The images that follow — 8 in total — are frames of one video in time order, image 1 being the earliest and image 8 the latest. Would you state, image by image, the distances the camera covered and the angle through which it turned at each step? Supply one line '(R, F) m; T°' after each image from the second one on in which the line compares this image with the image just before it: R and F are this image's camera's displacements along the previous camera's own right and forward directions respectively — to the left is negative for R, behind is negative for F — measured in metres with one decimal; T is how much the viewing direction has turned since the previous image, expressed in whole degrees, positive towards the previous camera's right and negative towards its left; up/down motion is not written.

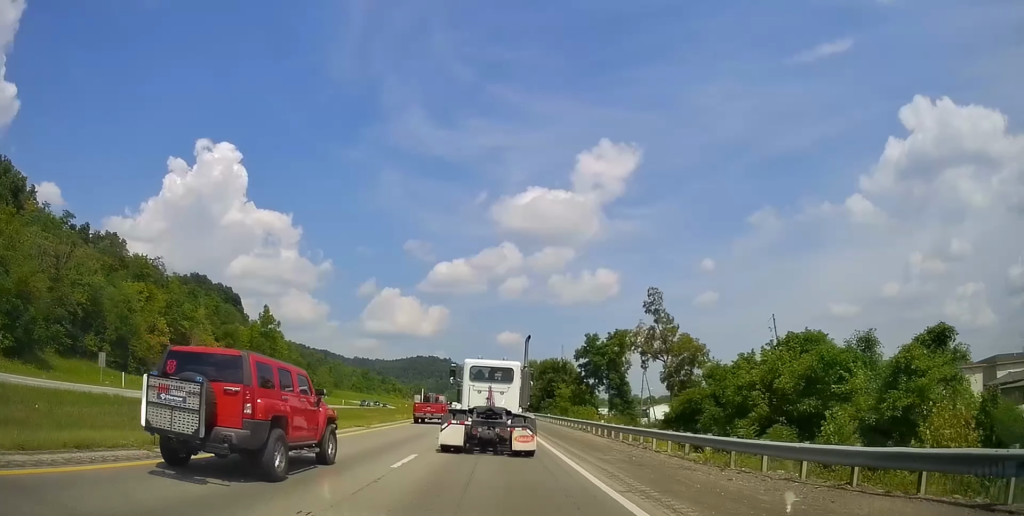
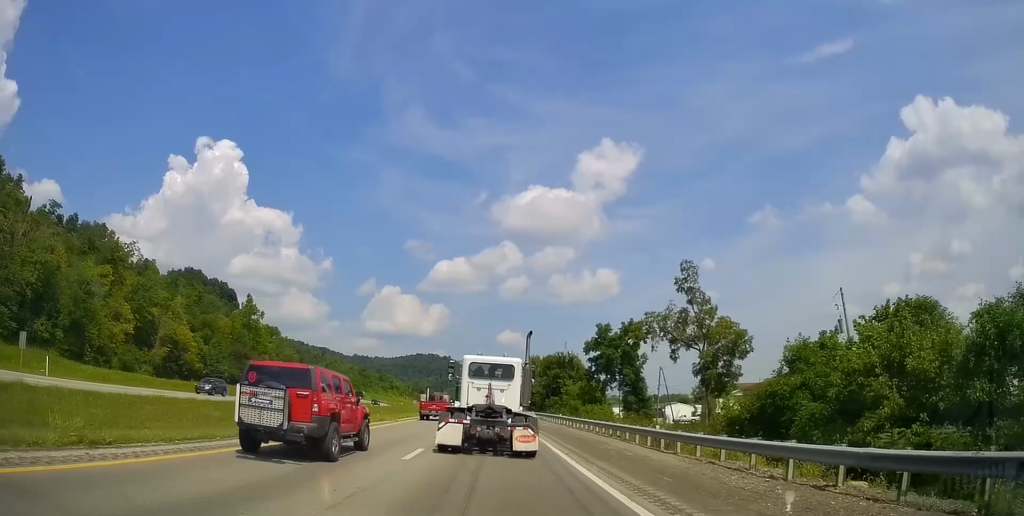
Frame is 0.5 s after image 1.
(+0.1, +11.1) m; +1°
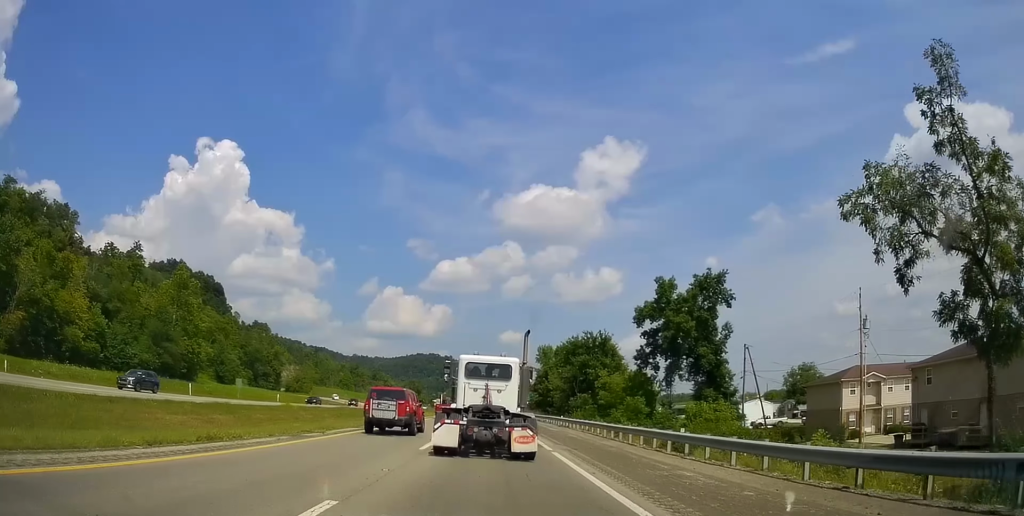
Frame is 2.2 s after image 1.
(+0.5, +33.5) m; 0°
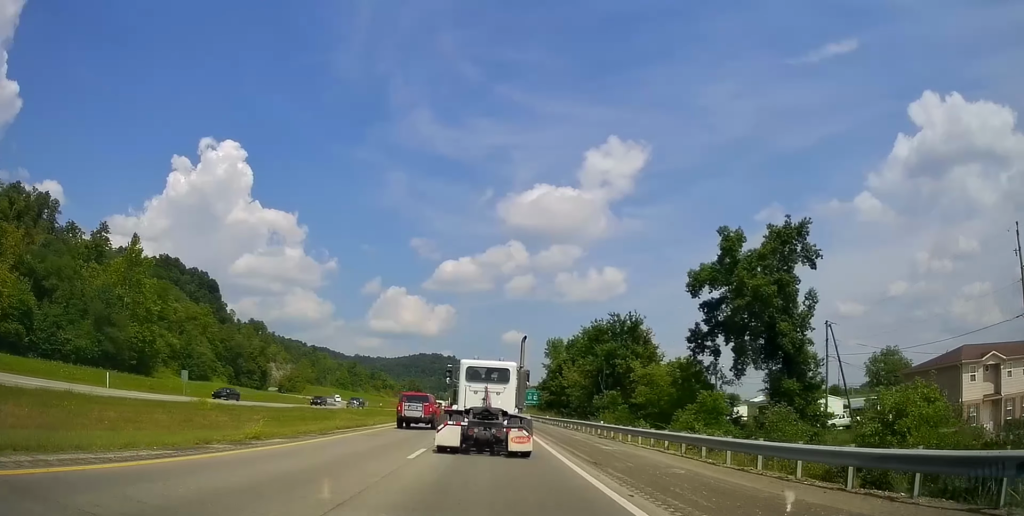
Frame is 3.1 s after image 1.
(-0.2, +17.1) m; -1°
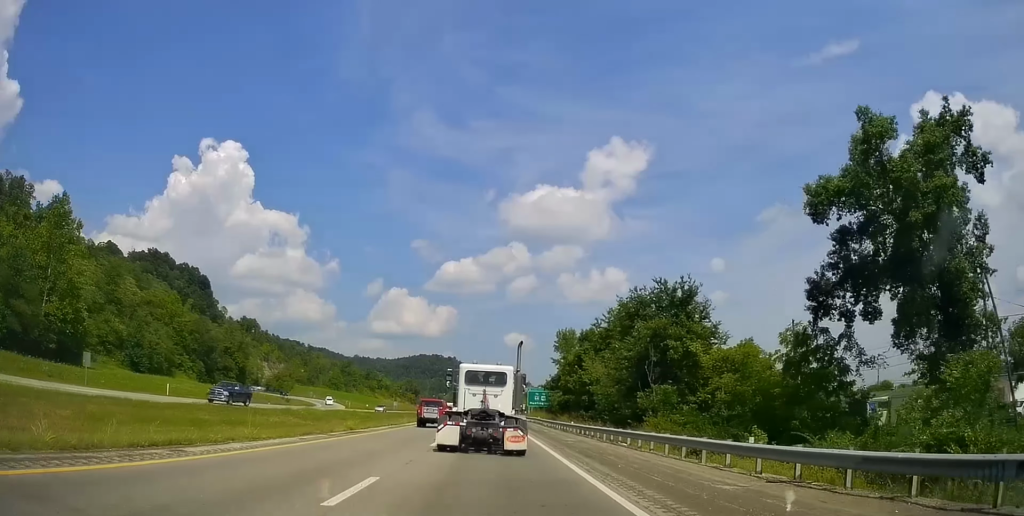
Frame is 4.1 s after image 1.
(-0.1, +19.2) m; 0°
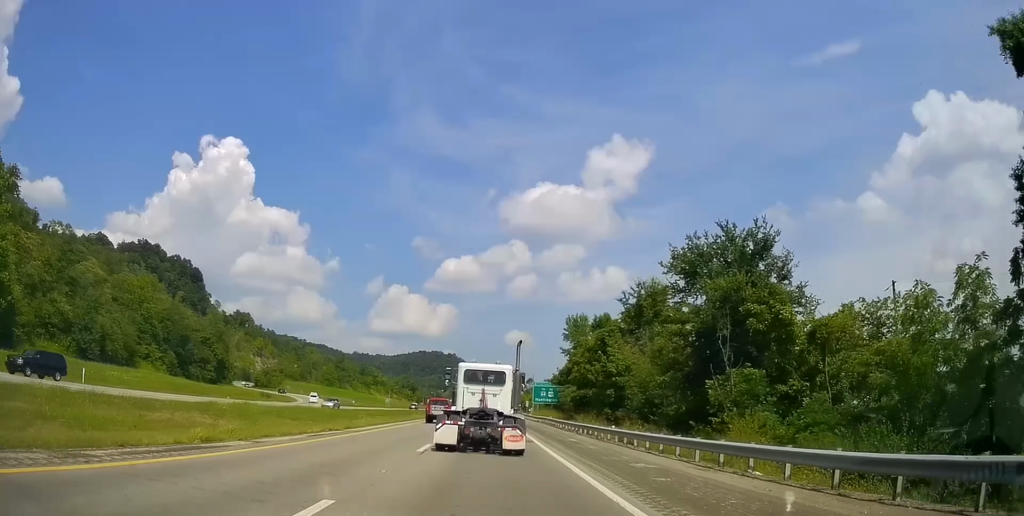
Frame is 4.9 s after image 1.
(+0.1, +15.0) m; 0°
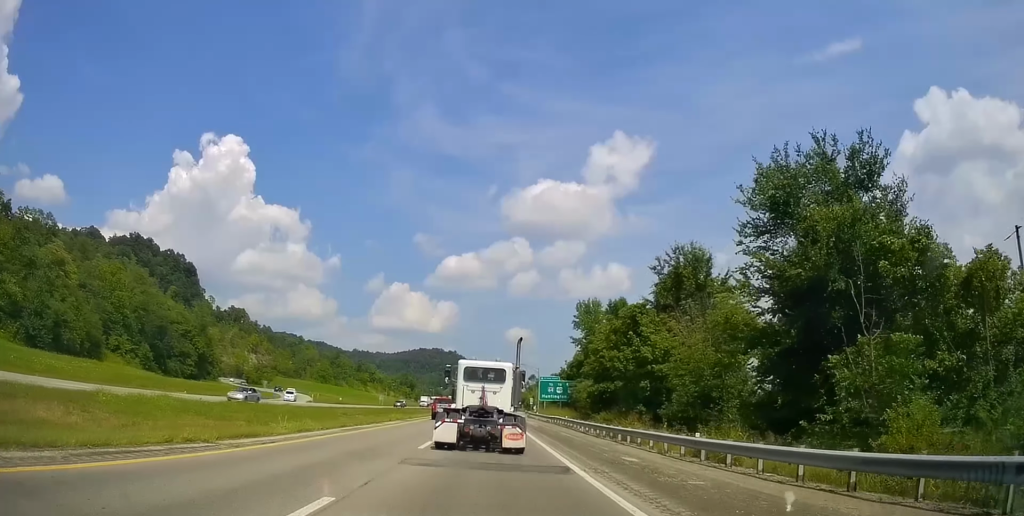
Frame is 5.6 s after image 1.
(0.0, +12.2) m; 0°
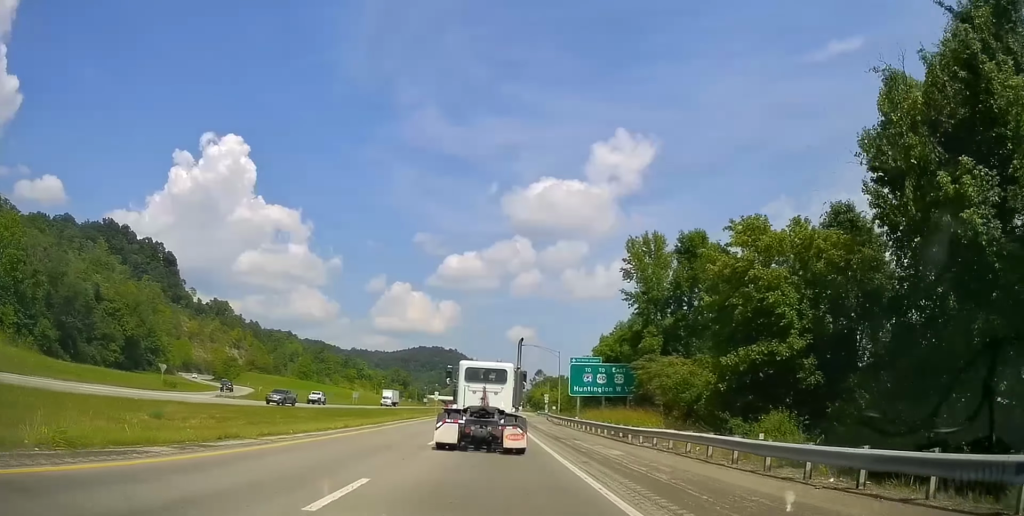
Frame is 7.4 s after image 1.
(+0.5, +35.2) m; +1°
